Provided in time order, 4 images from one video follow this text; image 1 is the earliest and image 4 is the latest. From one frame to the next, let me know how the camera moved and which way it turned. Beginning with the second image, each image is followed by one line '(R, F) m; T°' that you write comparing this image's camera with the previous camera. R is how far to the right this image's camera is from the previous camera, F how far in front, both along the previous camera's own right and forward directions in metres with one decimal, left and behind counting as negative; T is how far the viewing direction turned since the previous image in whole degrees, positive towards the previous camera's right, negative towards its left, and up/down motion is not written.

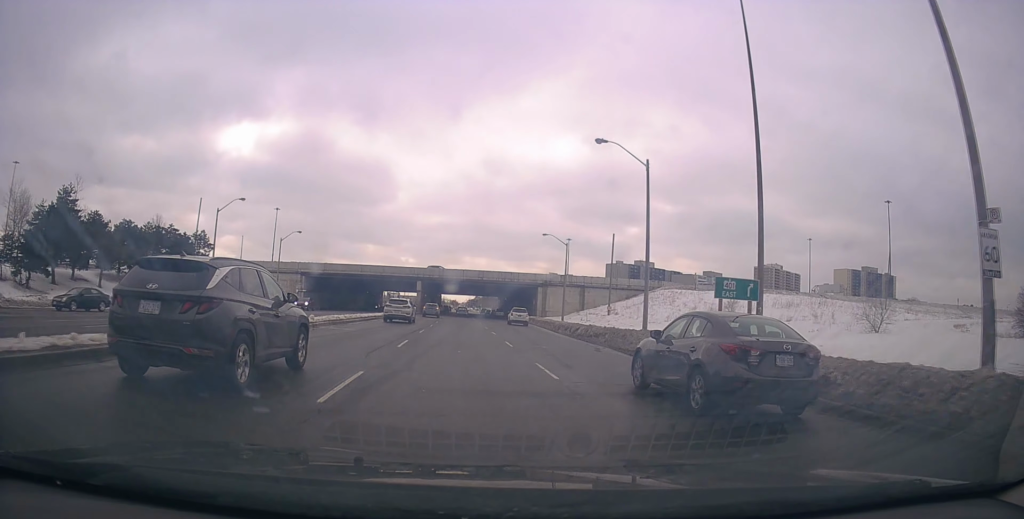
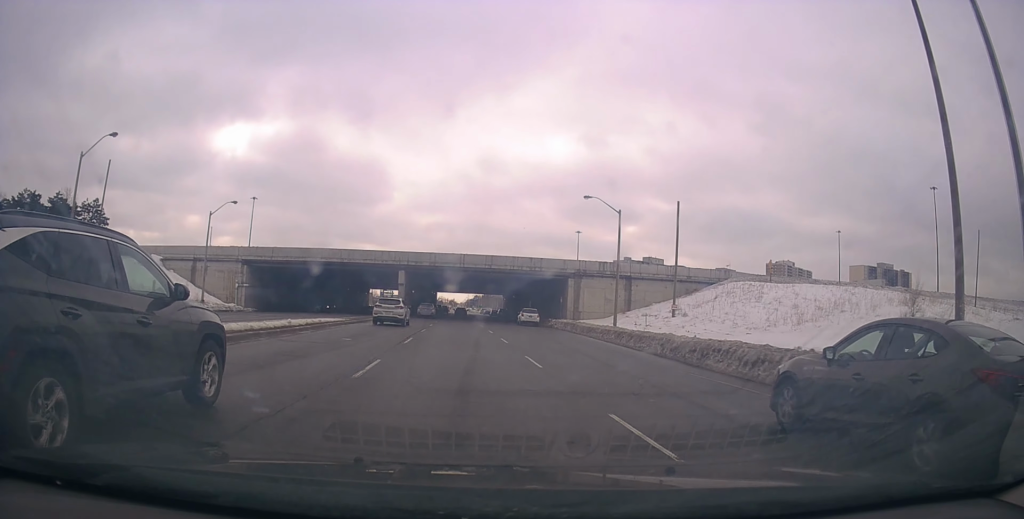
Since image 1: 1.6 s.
(+0.1, +24.4) m; 0°
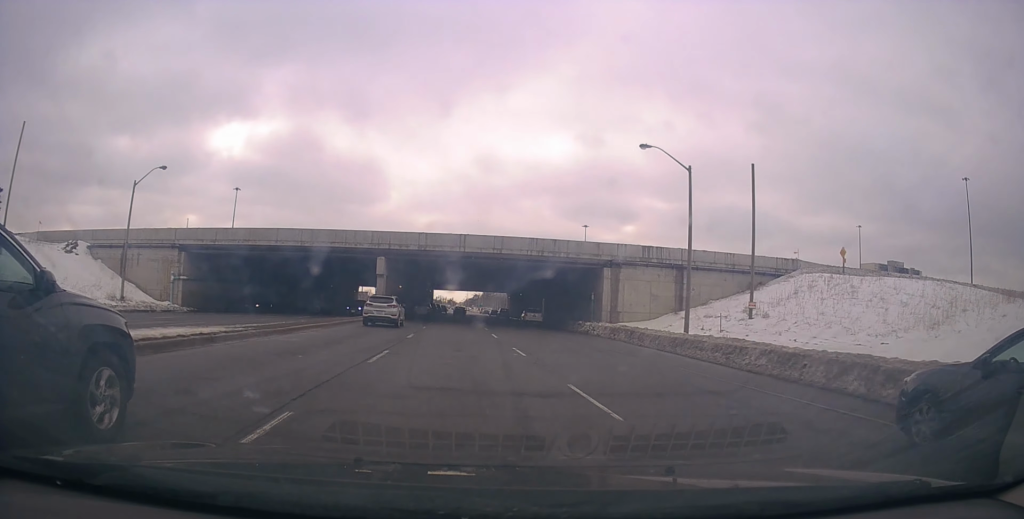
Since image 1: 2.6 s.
(+0.1, +15.8) m; +1°
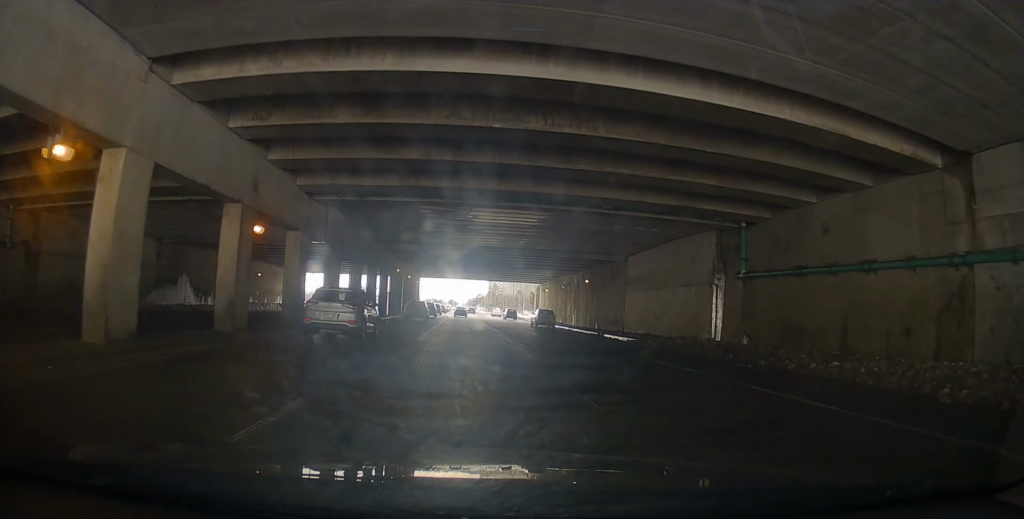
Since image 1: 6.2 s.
(-0.9, +54.1) m; +1°
